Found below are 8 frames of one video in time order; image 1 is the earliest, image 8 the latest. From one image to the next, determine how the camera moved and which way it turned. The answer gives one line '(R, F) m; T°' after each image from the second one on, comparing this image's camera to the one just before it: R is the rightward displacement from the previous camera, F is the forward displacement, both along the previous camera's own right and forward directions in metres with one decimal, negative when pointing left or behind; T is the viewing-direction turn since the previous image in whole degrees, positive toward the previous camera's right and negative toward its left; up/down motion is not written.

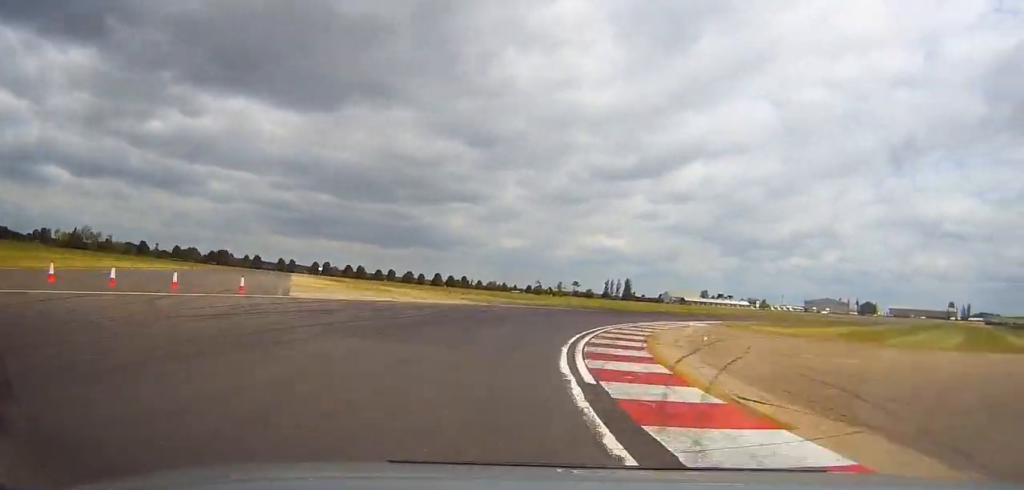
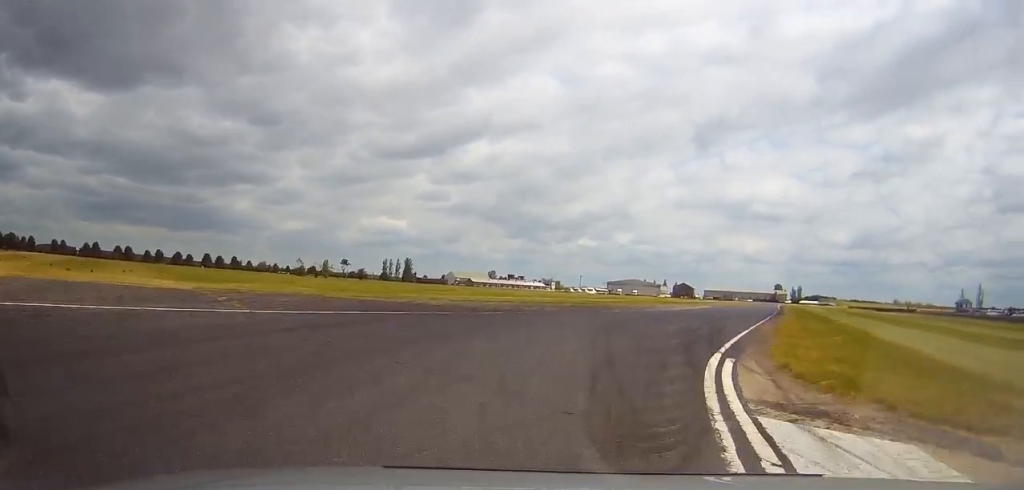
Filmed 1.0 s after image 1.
(+5.3, +36.8) m; +17°
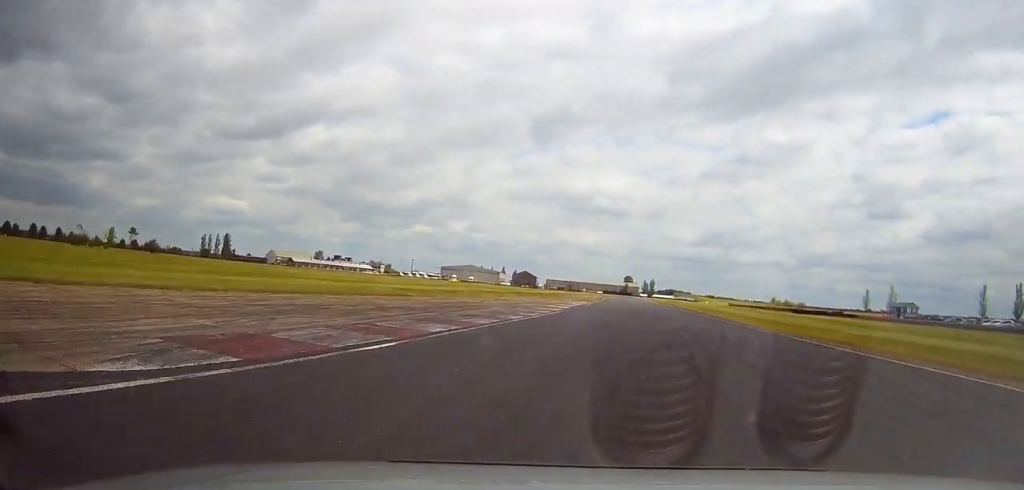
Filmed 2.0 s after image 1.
(+5.2, +37.0) m; +14°
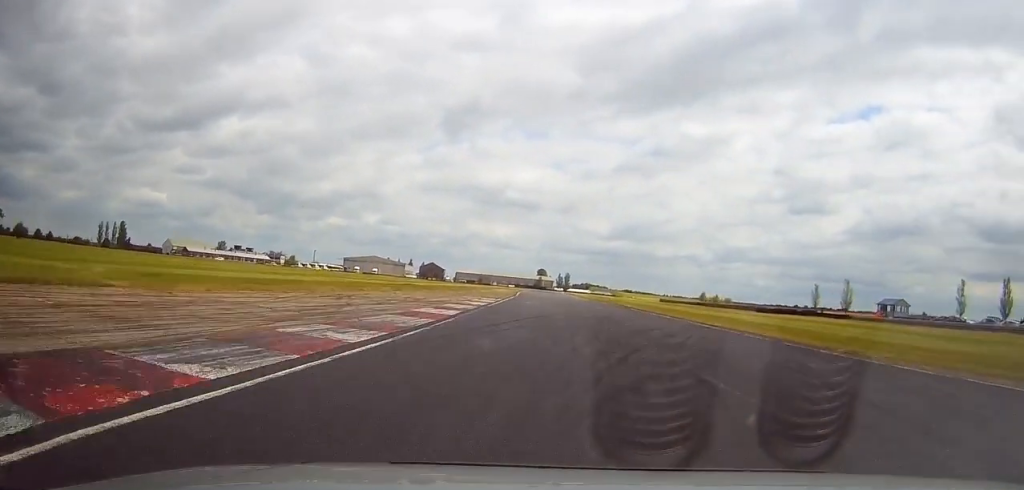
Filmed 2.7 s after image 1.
(+1.5, +25.8) m; +7°
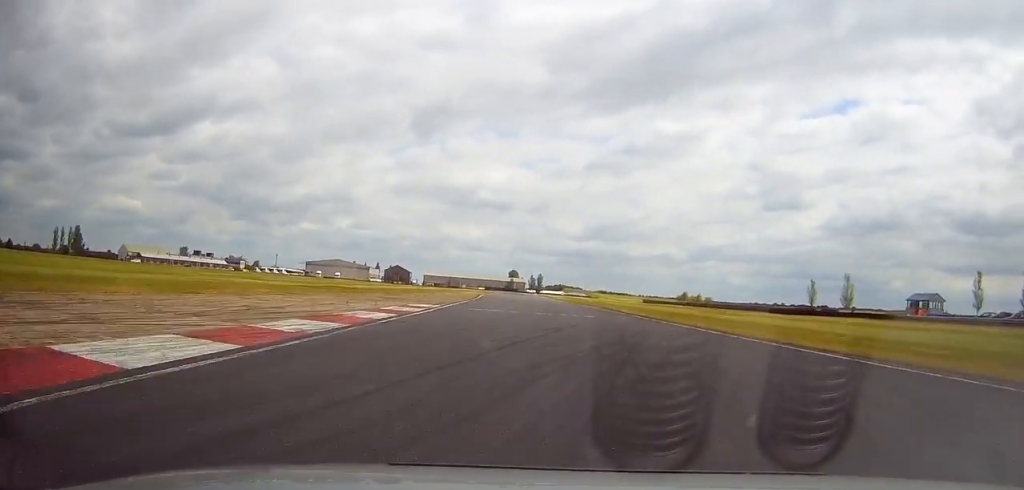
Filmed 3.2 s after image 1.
(+1.4, +19.7) m; +1°
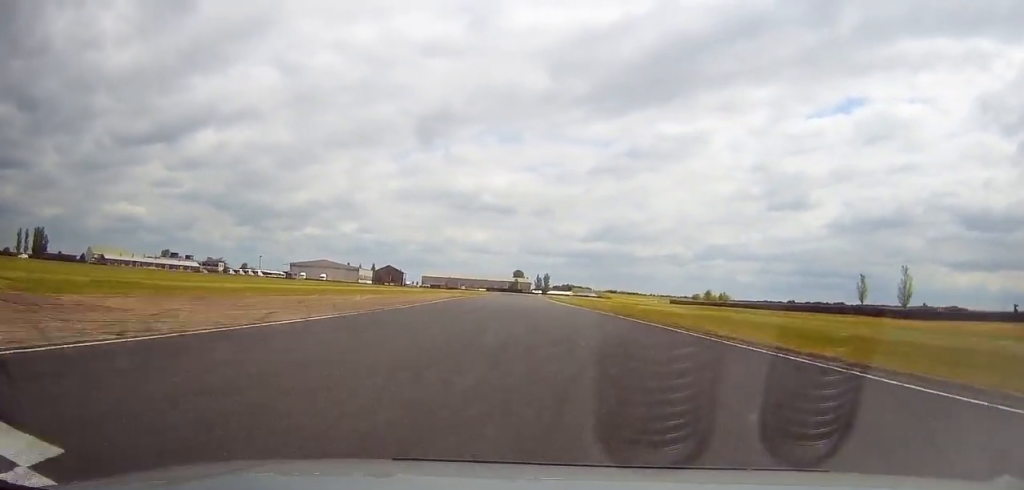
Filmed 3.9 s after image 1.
(+1.1, +33.3) m; +1°
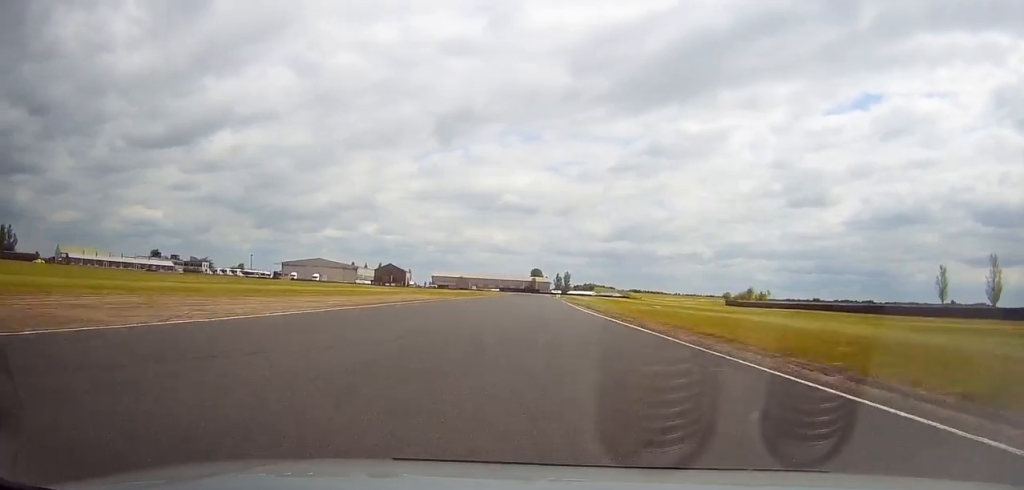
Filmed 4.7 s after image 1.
(-0.3, +35.4) m; -1°
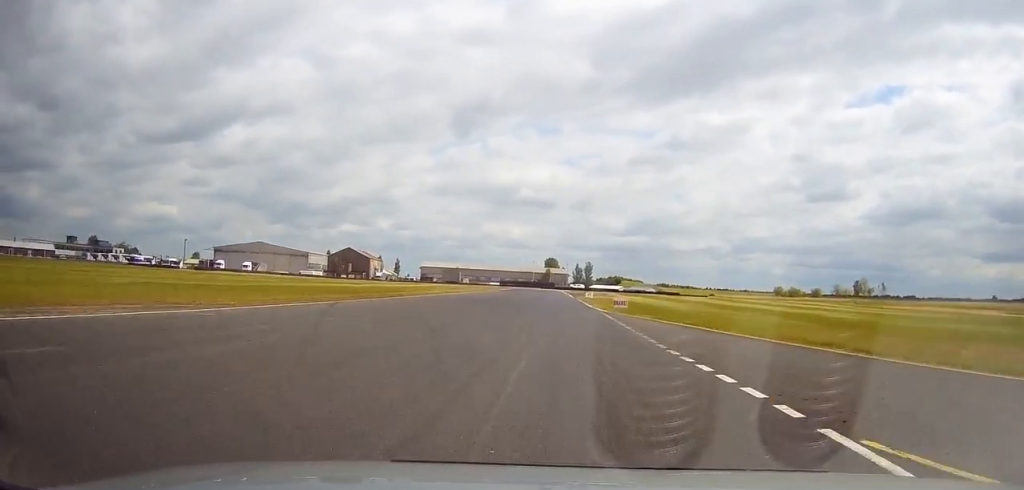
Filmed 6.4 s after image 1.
(-1.2, +81.8) m; -1°
